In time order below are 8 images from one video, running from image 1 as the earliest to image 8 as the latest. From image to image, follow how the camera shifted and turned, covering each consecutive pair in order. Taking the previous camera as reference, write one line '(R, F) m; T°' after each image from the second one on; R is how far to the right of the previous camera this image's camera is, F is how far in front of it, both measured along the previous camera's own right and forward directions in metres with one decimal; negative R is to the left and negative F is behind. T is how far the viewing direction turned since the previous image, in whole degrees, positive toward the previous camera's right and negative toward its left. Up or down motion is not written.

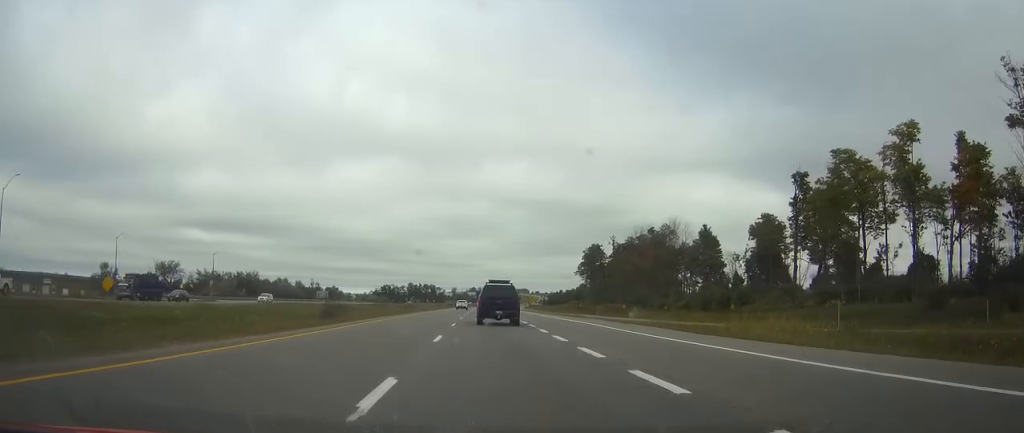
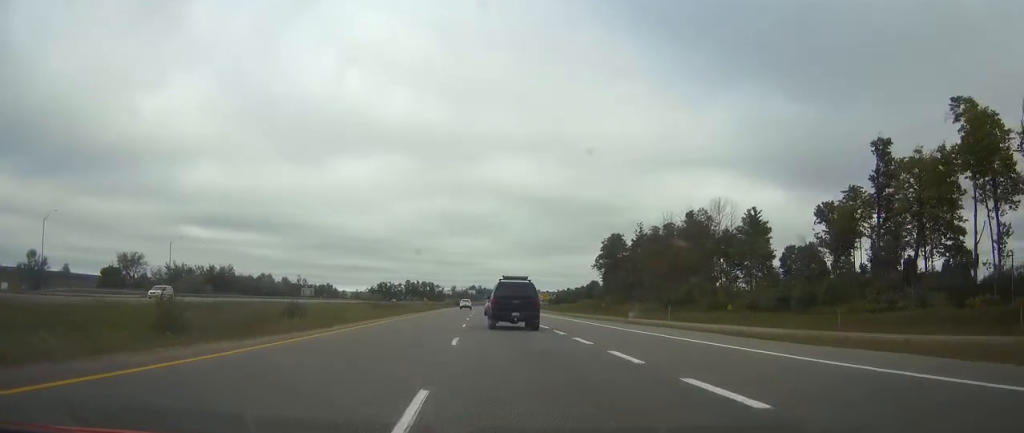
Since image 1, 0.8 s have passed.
(0.0, +25.0) m; 0°
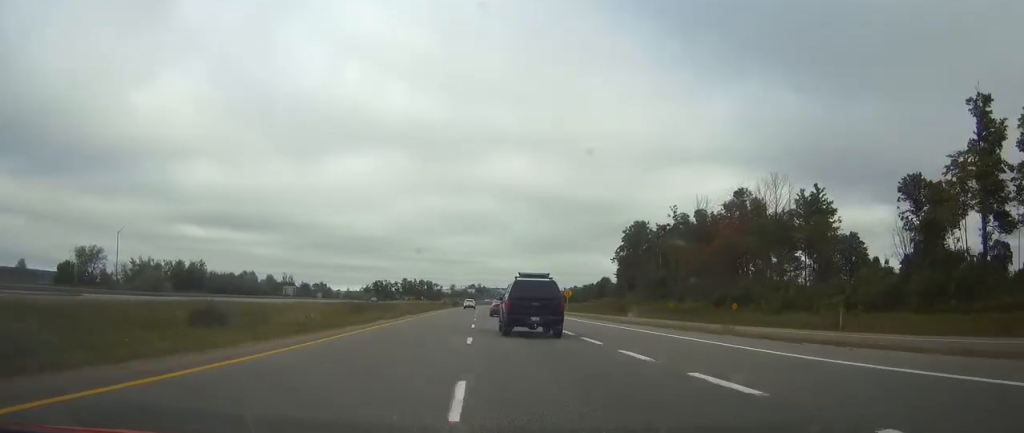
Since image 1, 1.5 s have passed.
(0.0, +22.8) m; 0°
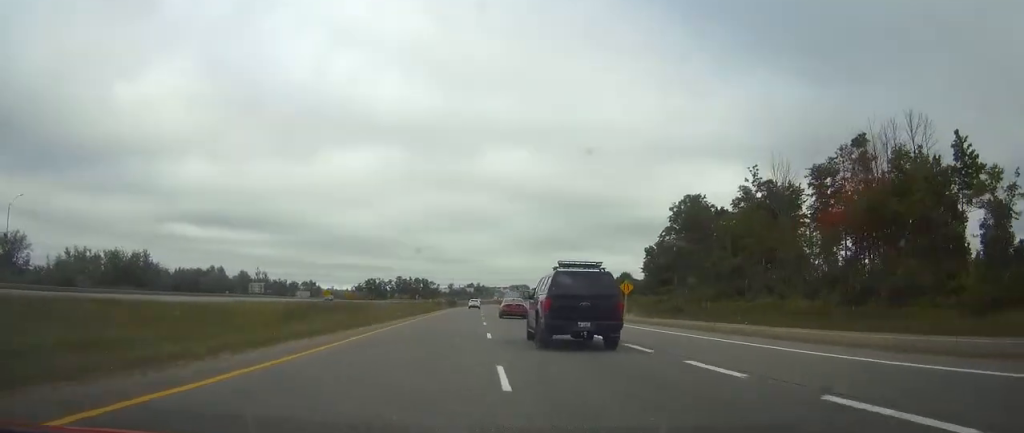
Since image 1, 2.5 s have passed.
(0.0, +33.4) m; 0°
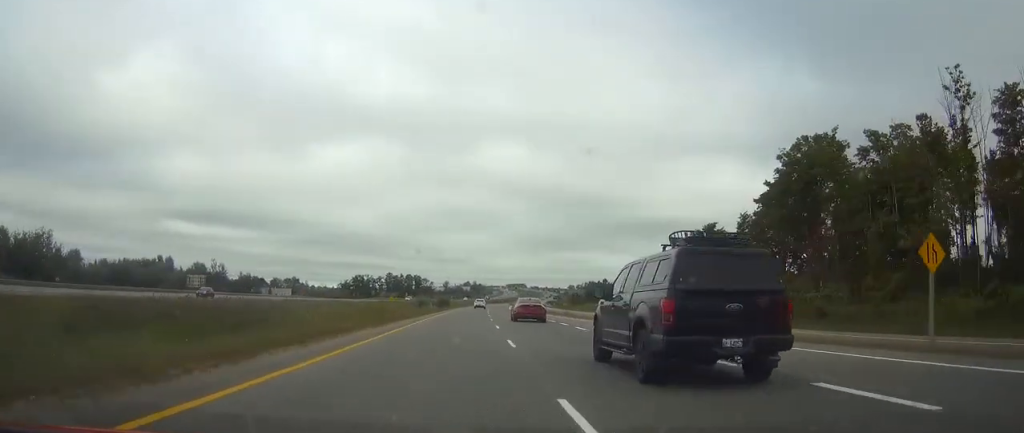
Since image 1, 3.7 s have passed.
(+0.1, +39.9) m; +1°
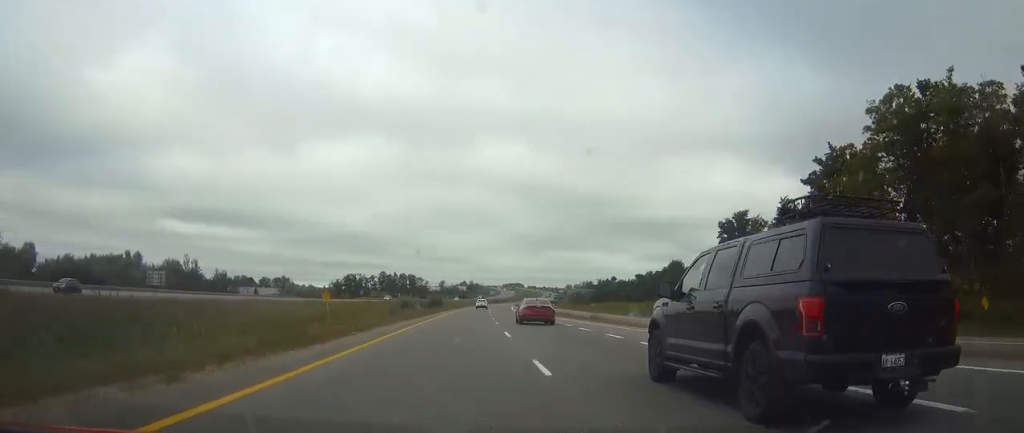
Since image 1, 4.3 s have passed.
(0.0, +18.3) m; 0°
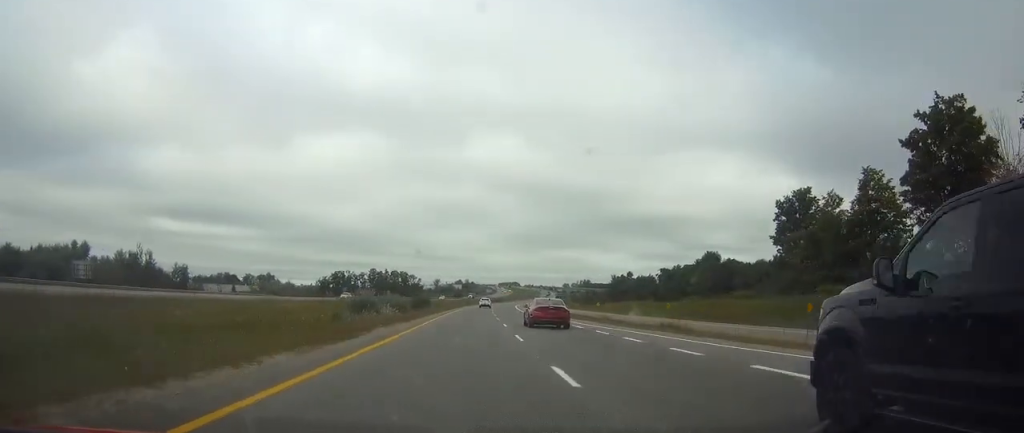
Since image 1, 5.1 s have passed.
(+0.1, +25.9) m; 0°
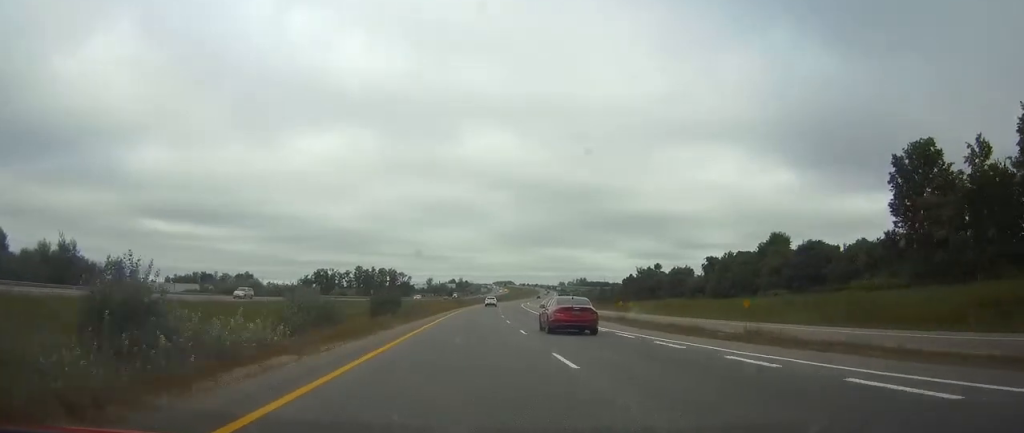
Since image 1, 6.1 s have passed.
(+0.2, +32.4) m; +1°
